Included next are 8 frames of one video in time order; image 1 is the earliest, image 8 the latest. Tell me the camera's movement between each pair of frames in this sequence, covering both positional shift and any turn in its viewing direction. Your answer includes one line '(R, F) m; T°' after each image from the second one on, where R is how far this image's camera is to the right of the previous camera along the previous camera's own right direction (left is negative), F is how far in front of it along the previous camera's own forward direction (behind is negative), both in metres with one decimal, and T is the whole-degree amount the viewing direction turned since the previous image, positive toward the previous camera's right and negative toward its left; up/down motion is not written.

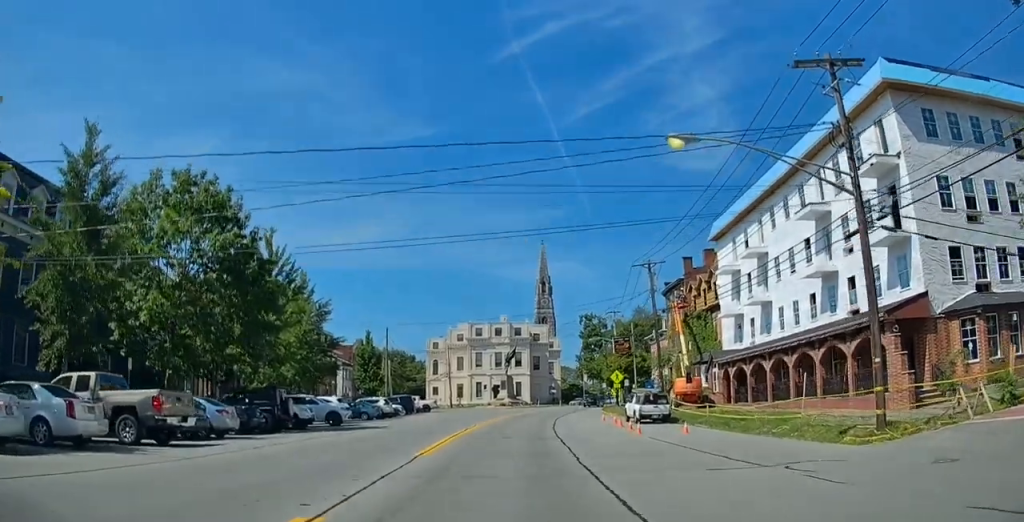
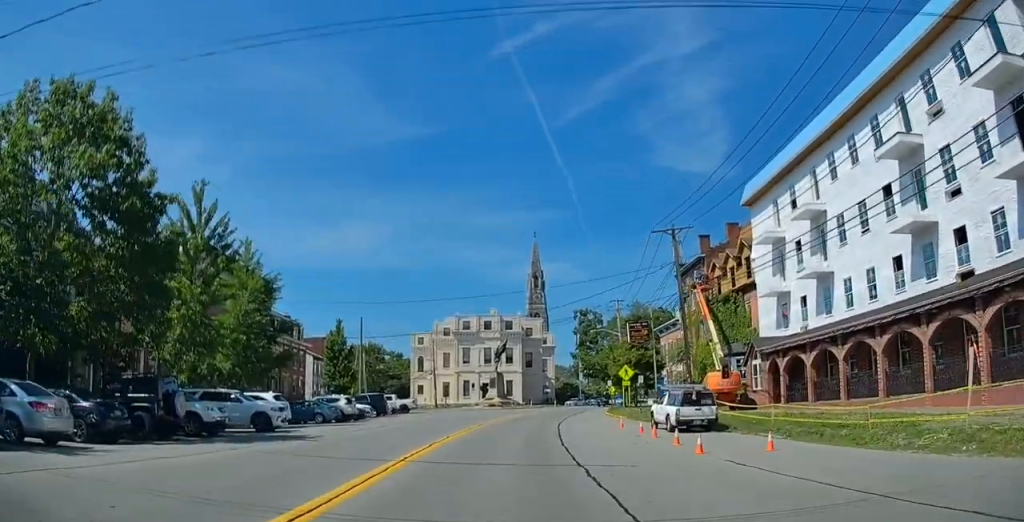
(-0.2, +9.2) m; -1°
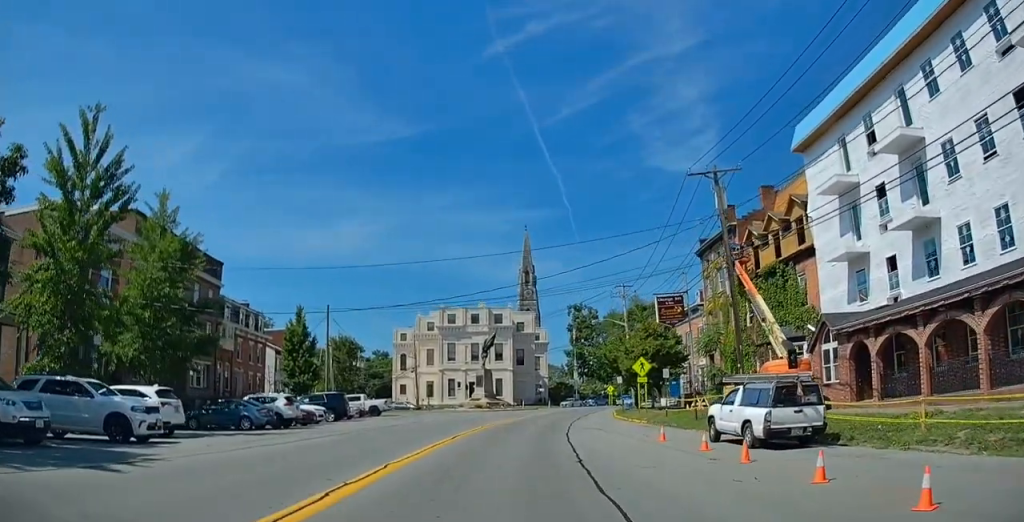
(0.0, +9.6) m; +2°
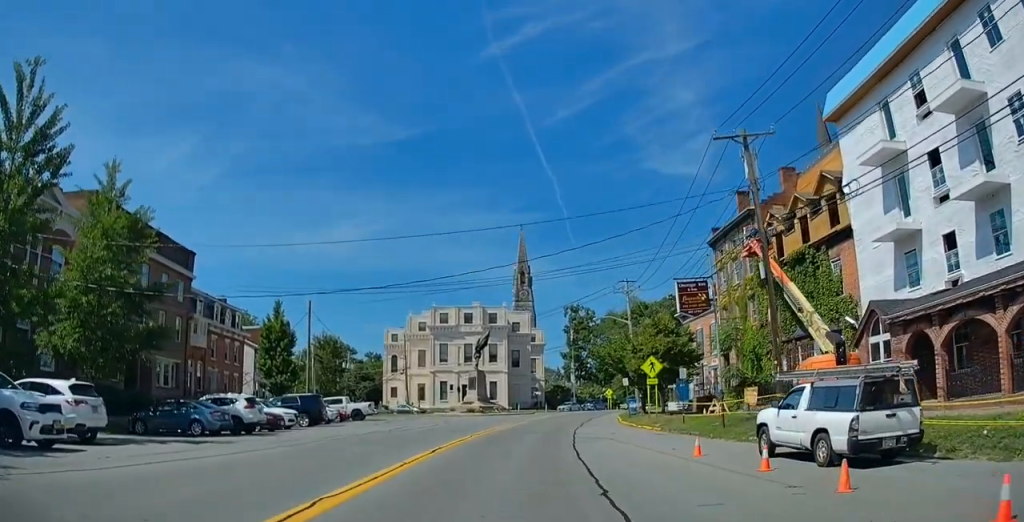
(+0.1, +4.7) m; +1°
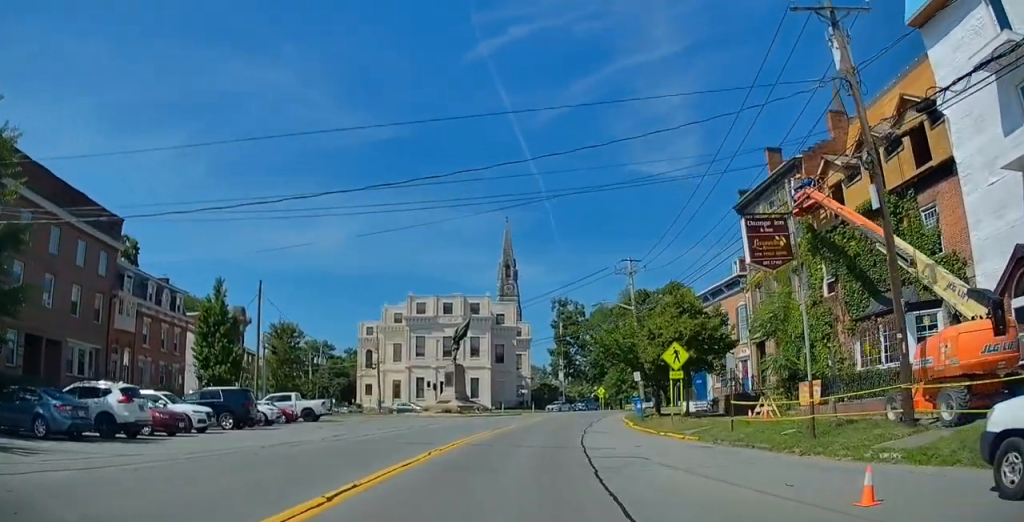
(+0.3, +8.7) m; +2°
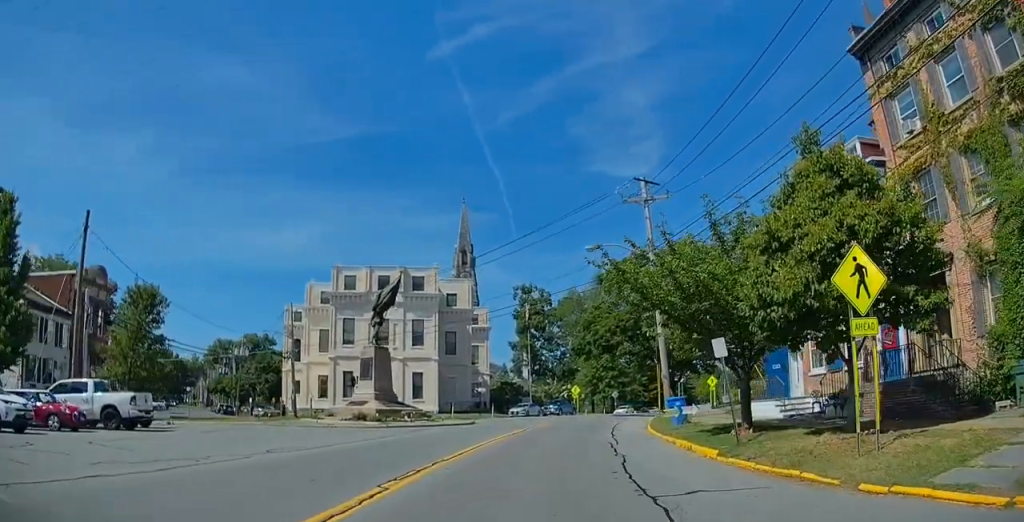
(+0.1, +18.5) m; +1°
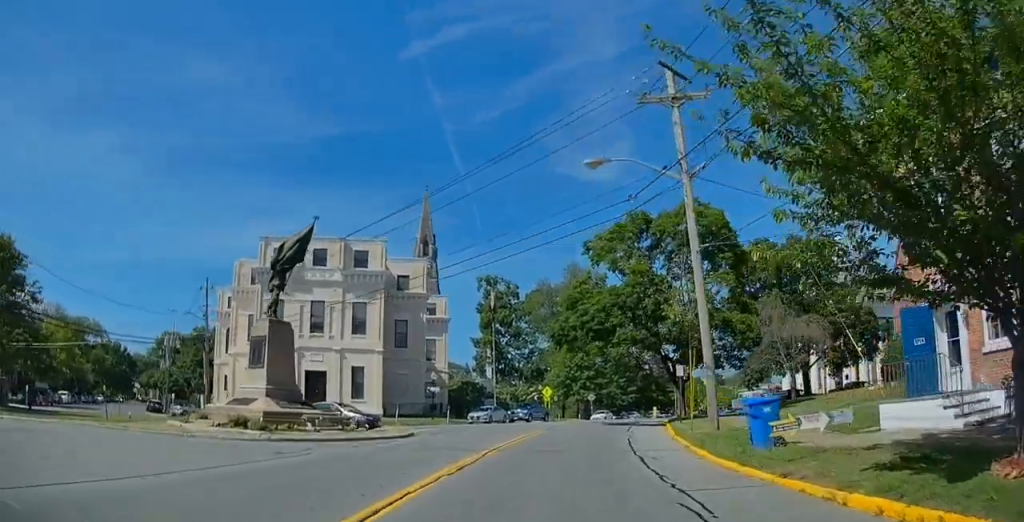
(+0.3, +11.7) m; +3°
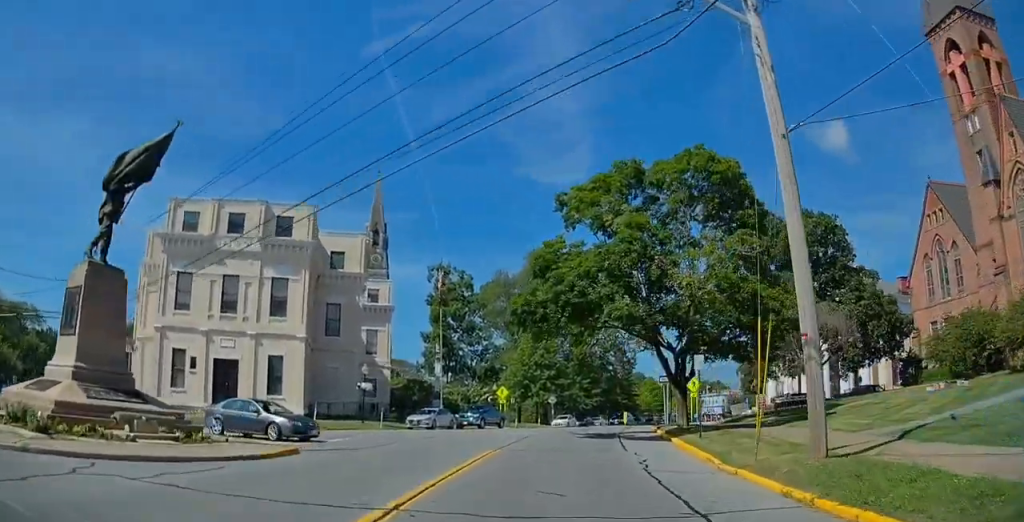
(+0.3, +9.5) m; +3°
